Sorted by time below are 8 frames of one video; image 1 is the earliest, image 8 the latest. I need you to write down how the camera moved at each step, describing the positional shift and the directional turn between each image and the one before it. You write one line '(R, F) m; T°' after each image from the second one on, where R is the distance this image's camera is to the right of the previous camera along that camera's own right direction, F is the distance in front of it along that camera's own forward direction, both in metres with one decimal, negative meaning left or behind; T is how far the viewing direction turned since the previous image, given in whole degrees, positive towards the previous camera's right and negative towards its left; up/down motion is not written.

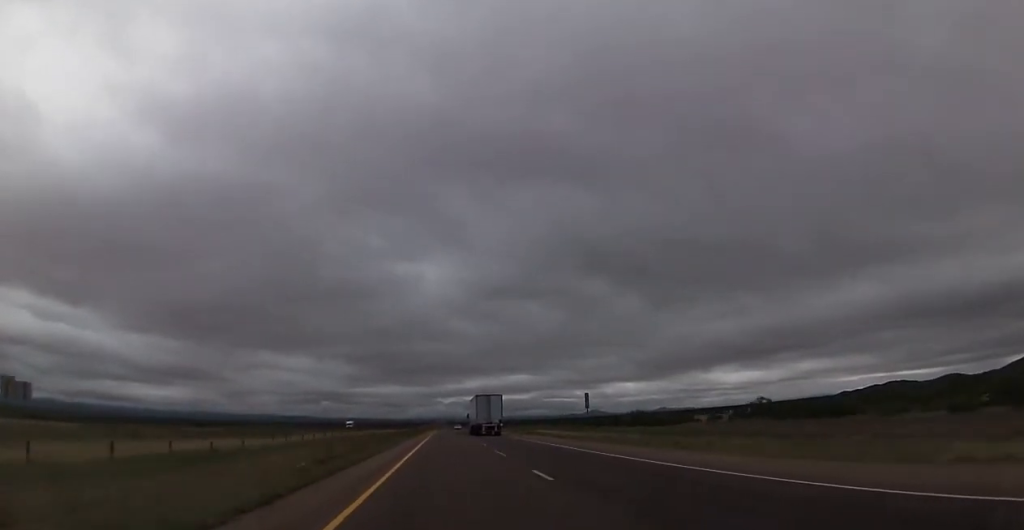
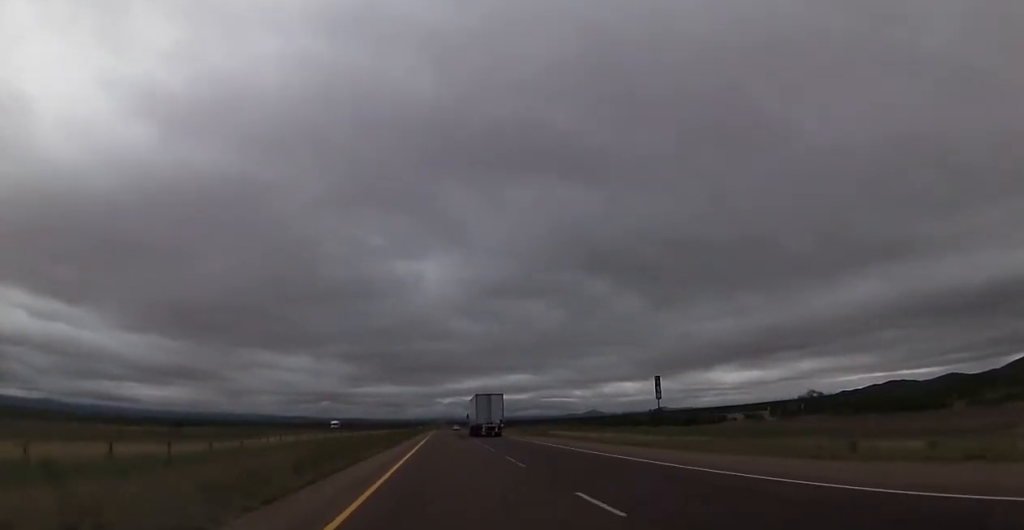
(0.0, +18.1) m; 0°
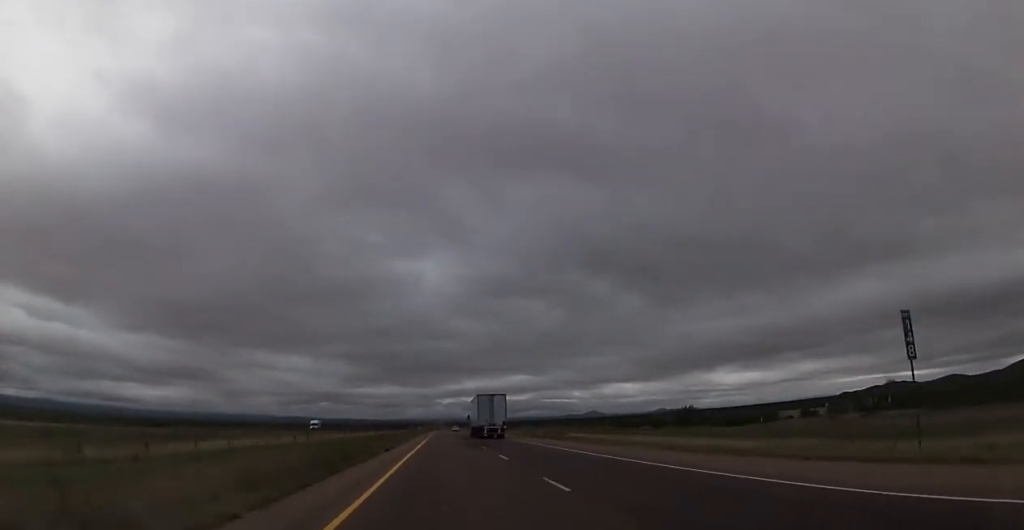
(0.0, +20.5) m; 0°
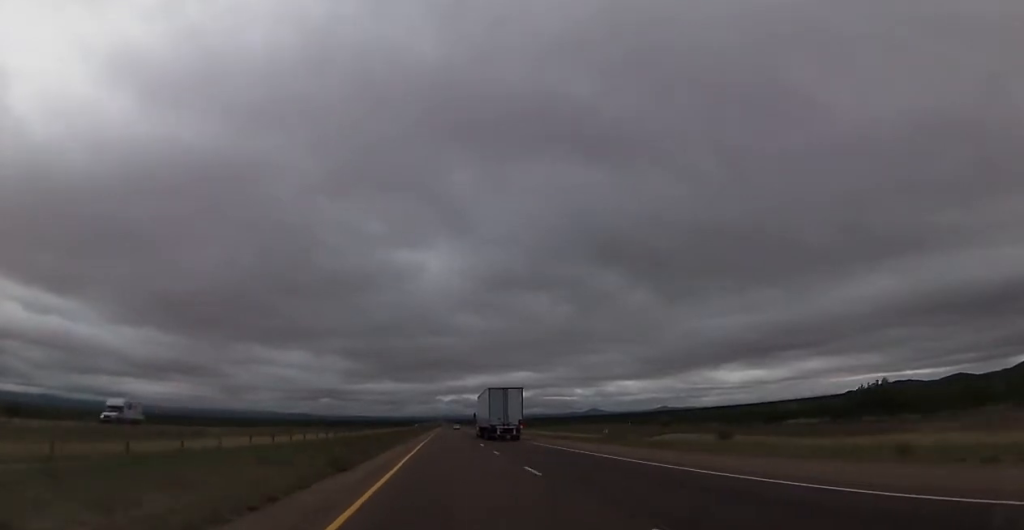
(+0.1, +68.8) m; +1°
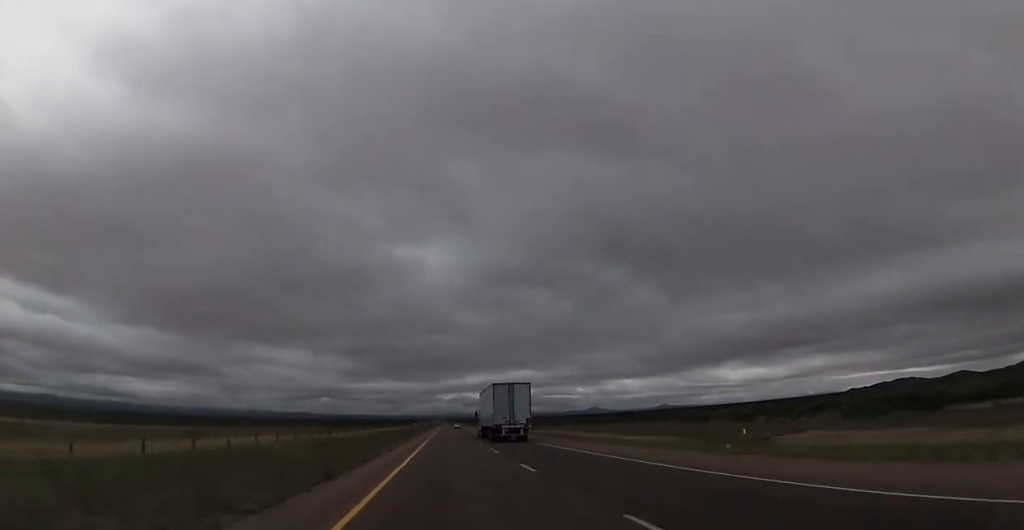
(0.0, +35.1) m; 0°
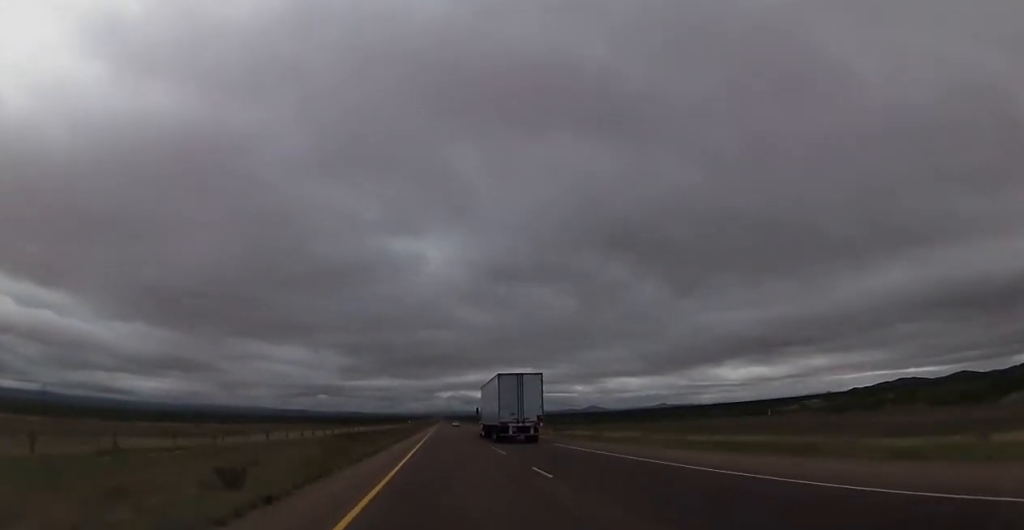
(0.0, +51.2) m; 0°
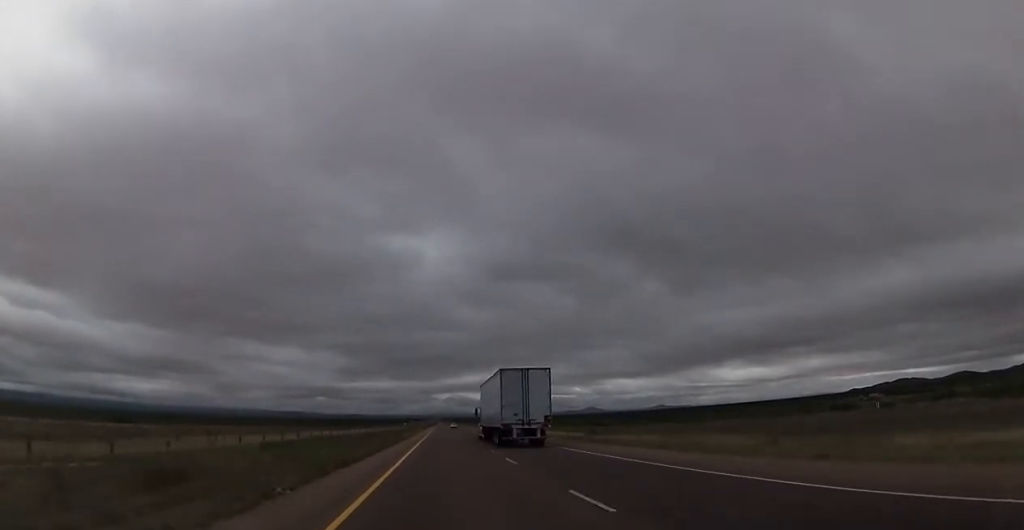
(0.0, +30.5) m; 0°
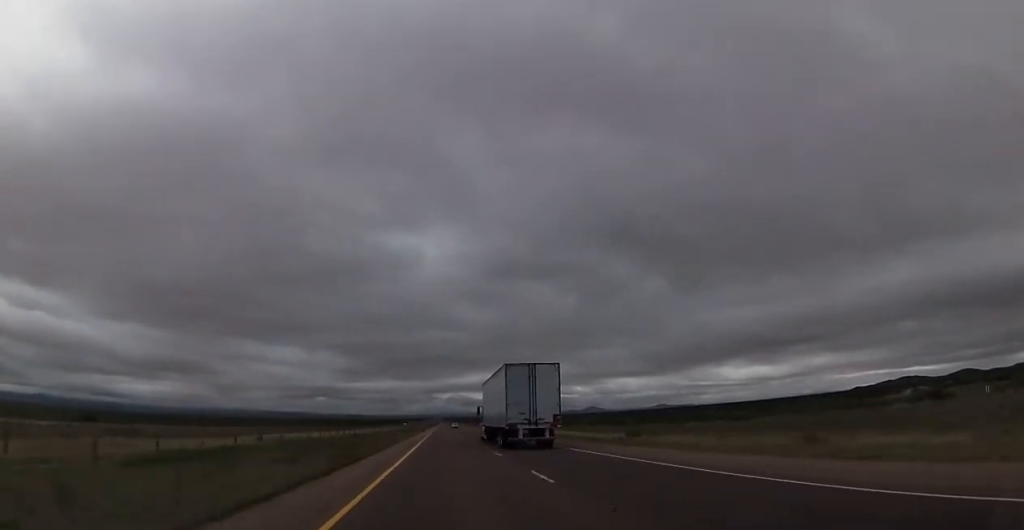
(0.0, +19.5) m; 0°
